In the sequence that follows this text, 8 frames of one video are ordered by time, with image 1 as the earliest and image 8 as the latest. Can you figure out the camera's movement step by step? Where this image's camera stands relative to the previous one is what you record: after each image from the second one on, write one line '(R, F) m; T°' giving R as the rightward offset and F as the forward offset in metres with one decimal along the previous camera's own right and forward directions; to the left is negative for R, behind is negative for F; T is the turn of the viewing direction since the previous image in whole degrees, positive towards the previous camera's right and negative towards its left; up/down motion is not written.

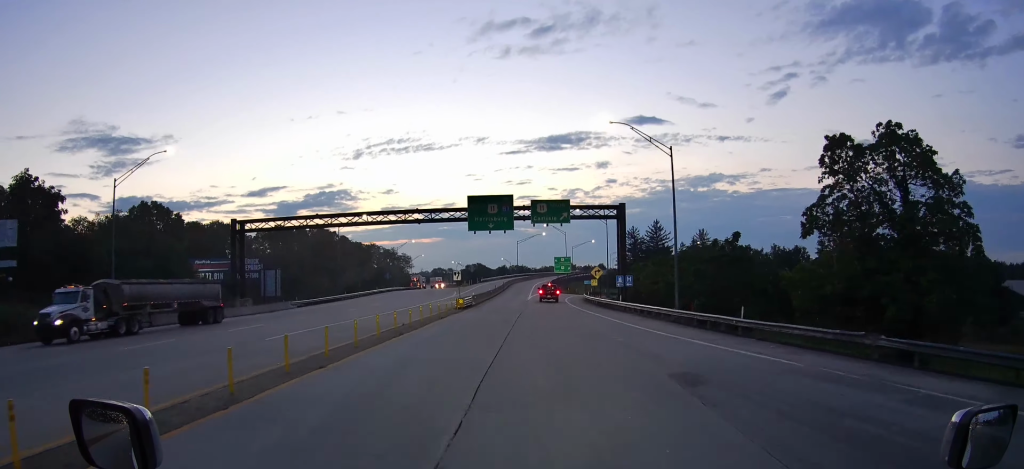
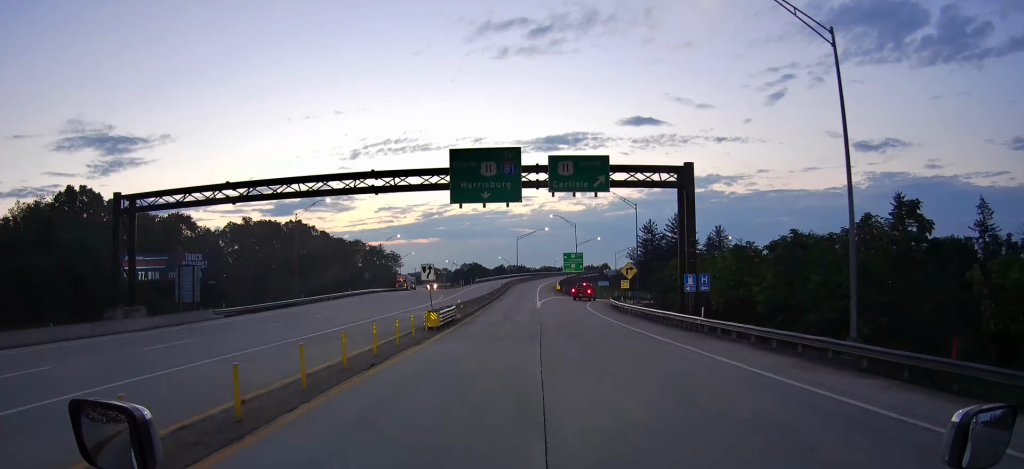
(0.0, +20.7) m; +1°
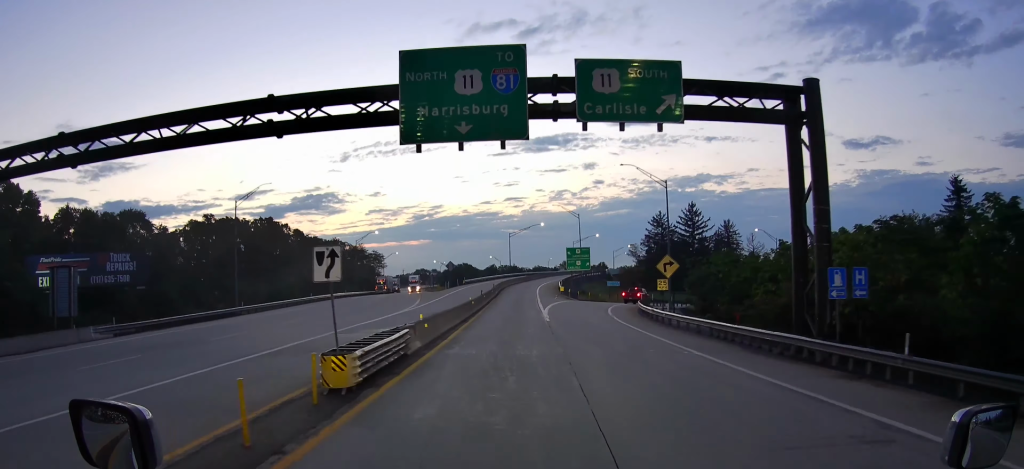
(+0.1, +16.3) m; +1°
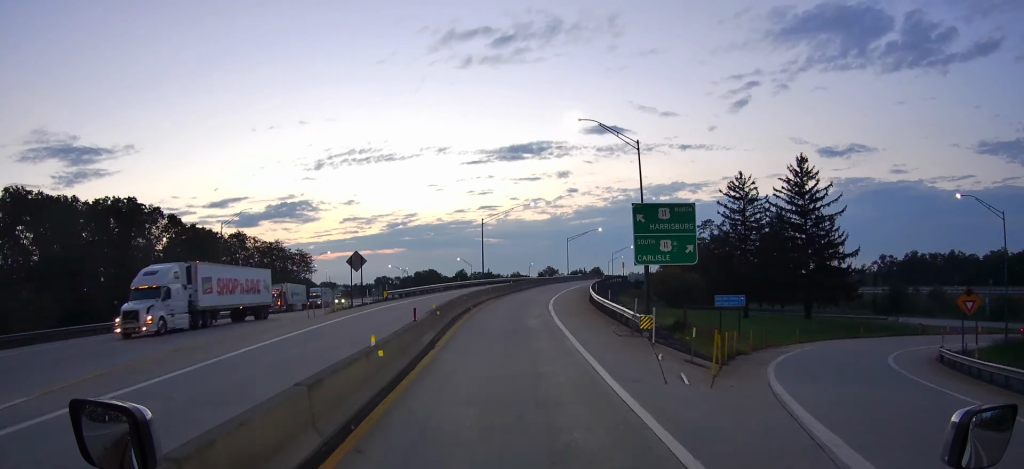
(+0.8, +54.3) m; +2°
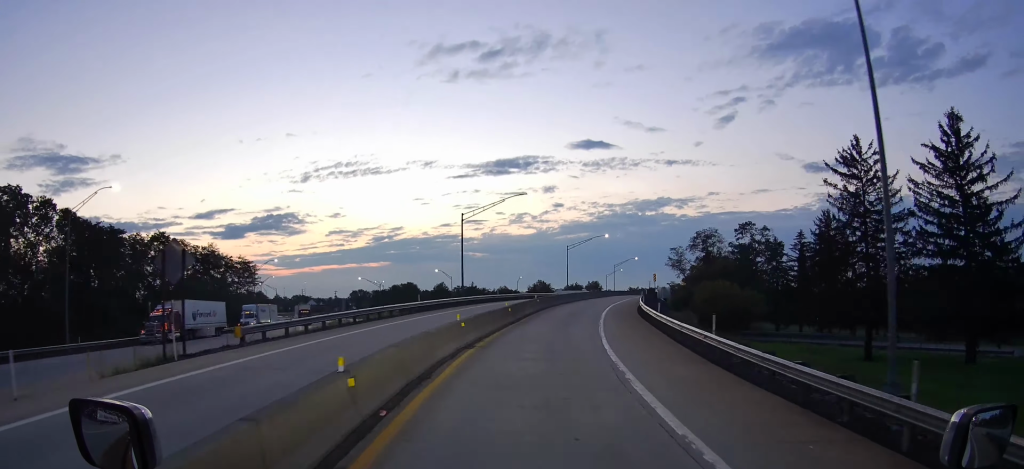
(-0.2, +27.7) m; +3°
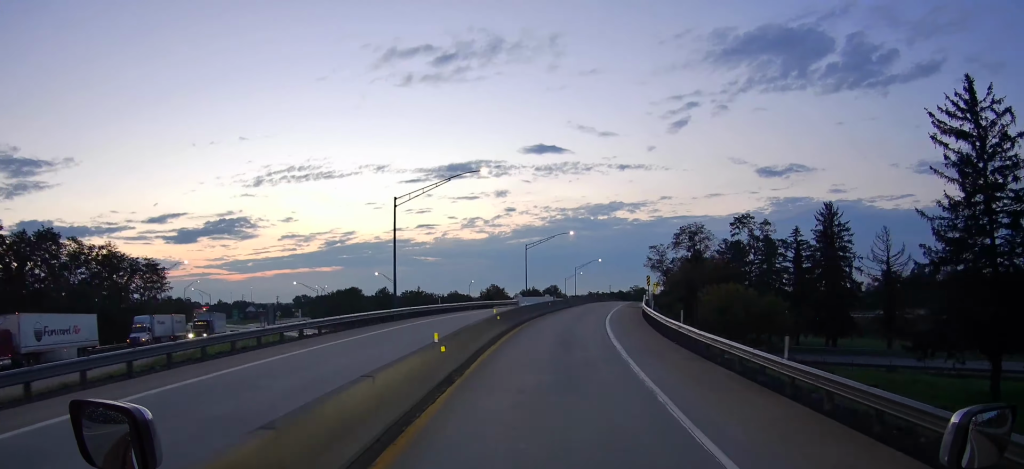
(+0.7, +18.4) m; +4°
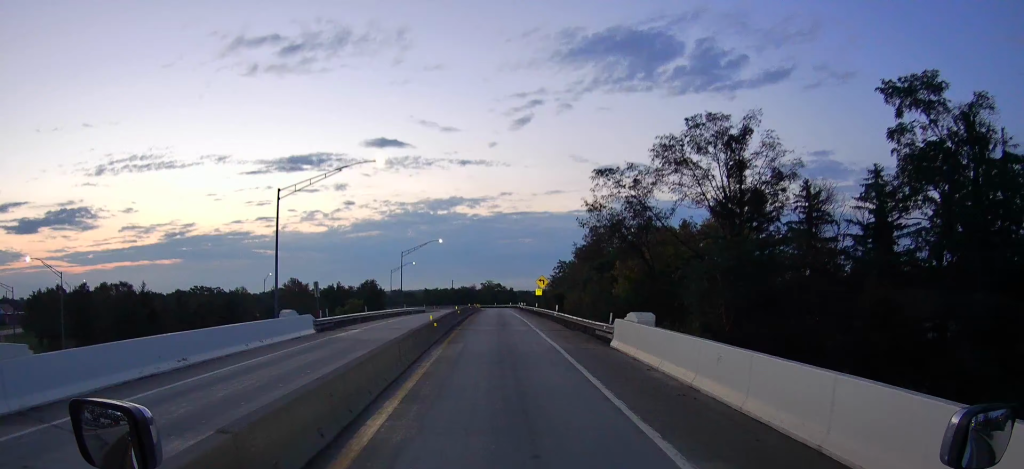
(+8.5, +64.9) m; +12°
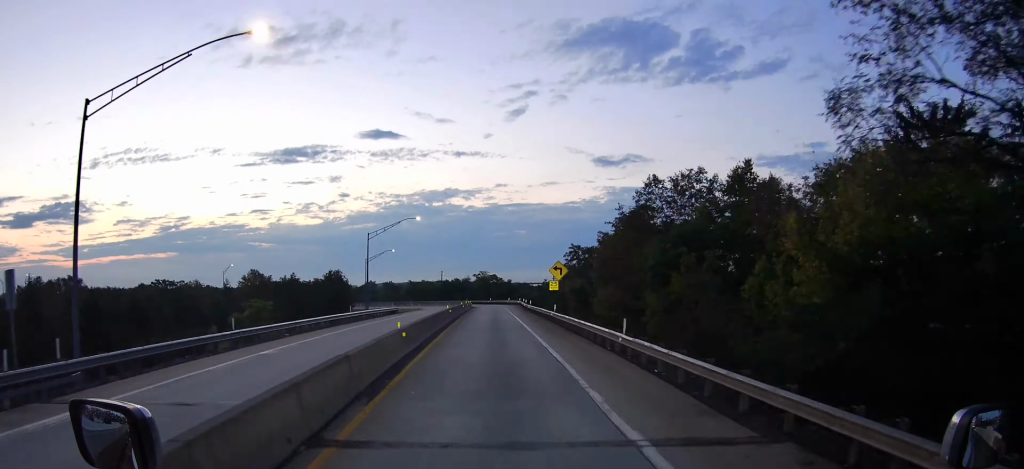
(+0.5, +26.0) m; +1°
